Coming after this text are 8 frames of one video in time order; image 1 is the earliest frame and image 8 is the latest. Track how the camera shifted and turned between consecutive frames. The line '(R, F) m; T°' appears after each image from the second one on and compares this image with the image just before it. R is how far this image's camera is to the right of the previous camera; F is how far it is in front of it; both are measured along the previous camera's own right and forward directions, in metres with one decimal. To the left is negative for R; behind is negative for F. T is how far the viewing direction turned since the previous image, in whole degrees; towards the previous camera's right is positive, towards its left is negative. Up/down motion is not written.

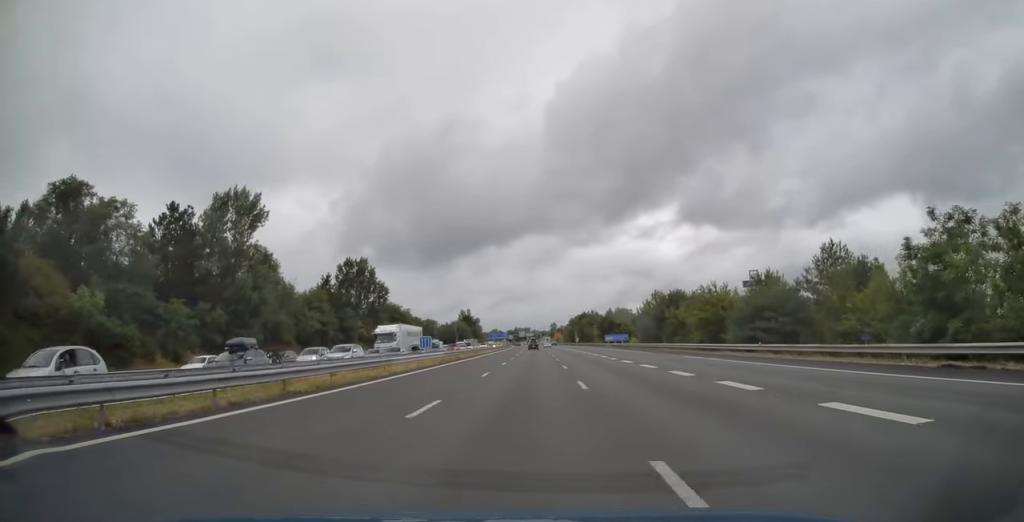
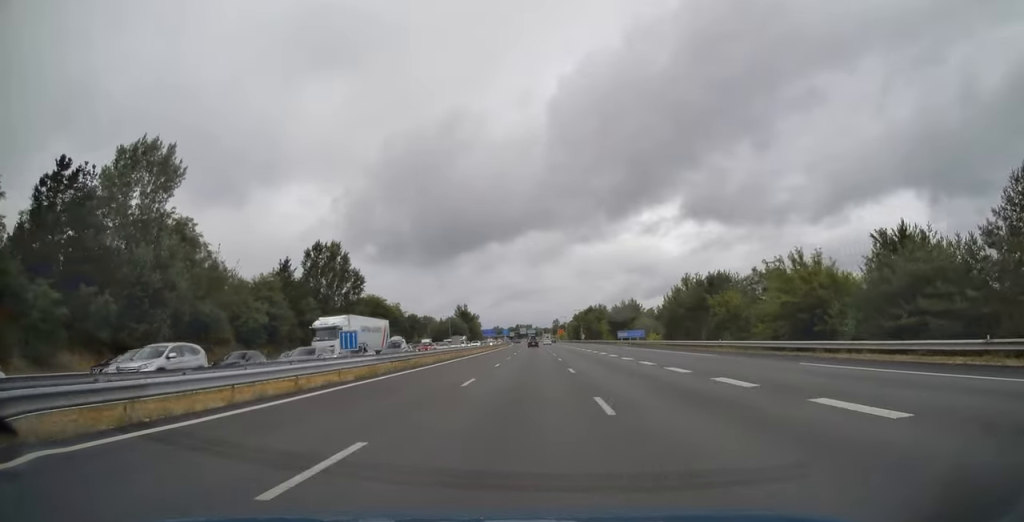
(0.0, +19.2) m; 0°
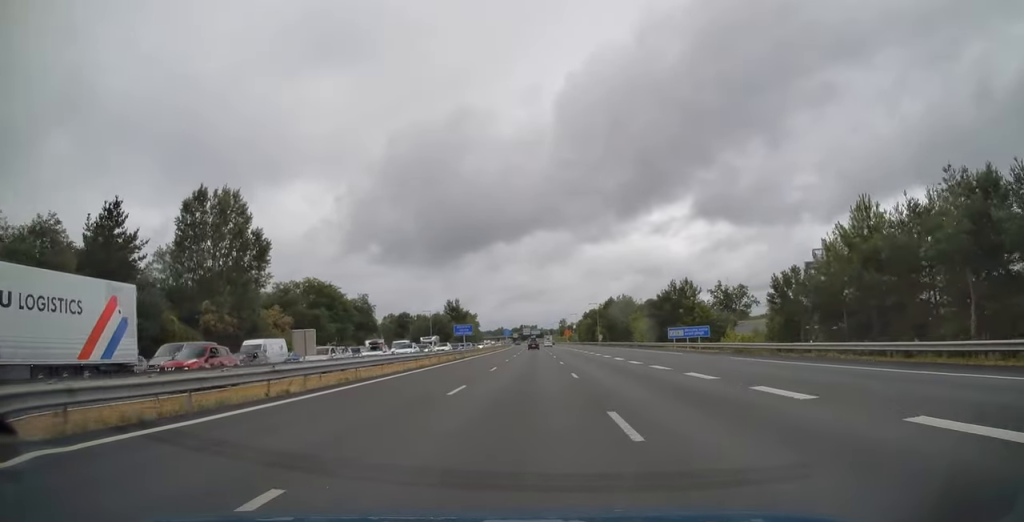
(-0.3, +42.0) m; -1°
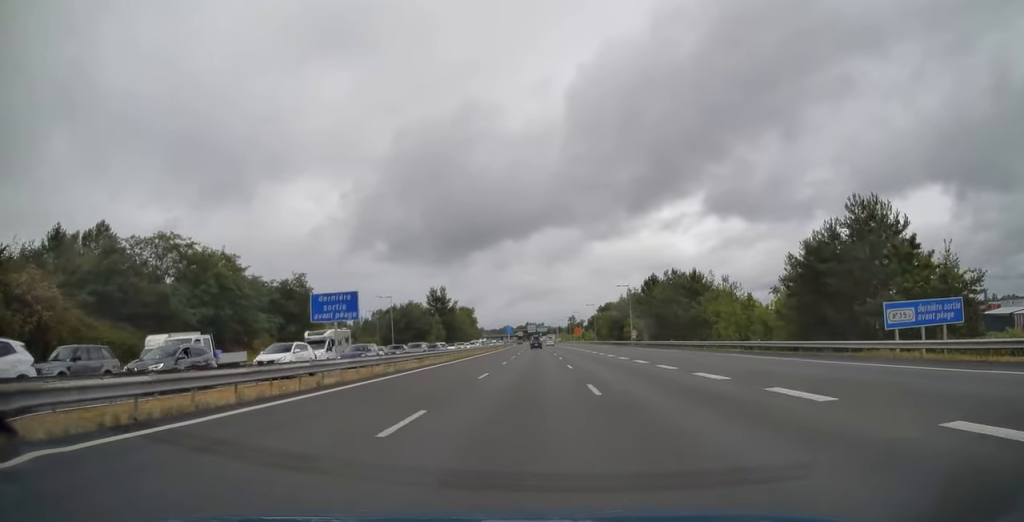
(-0.2, +46.2) m; -1°
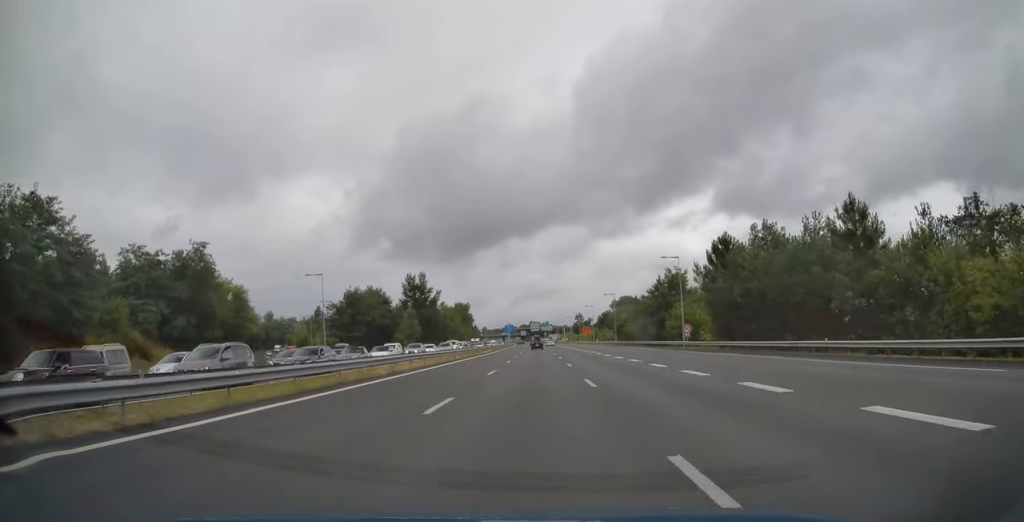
(-0.1, +36.6) m; 0°
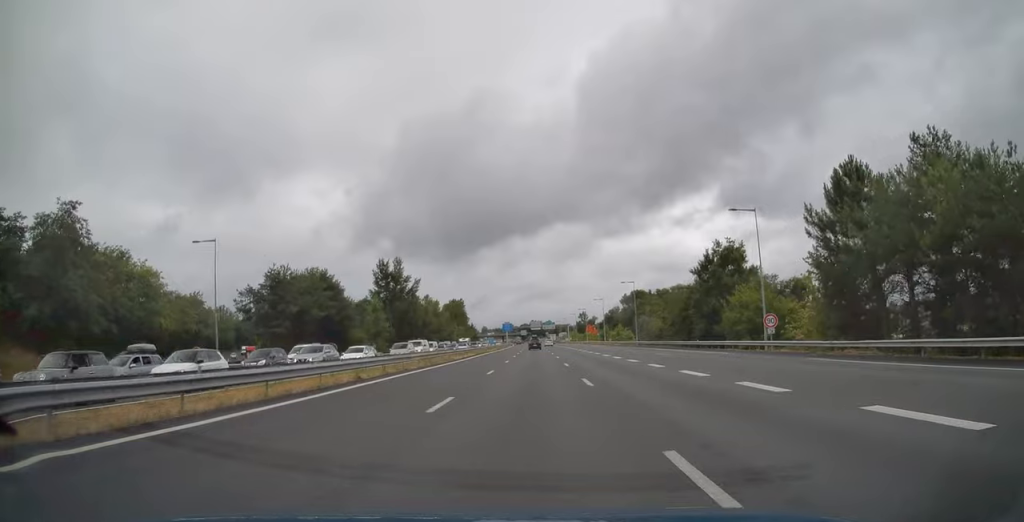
(0.0, +26.0) m; 0°
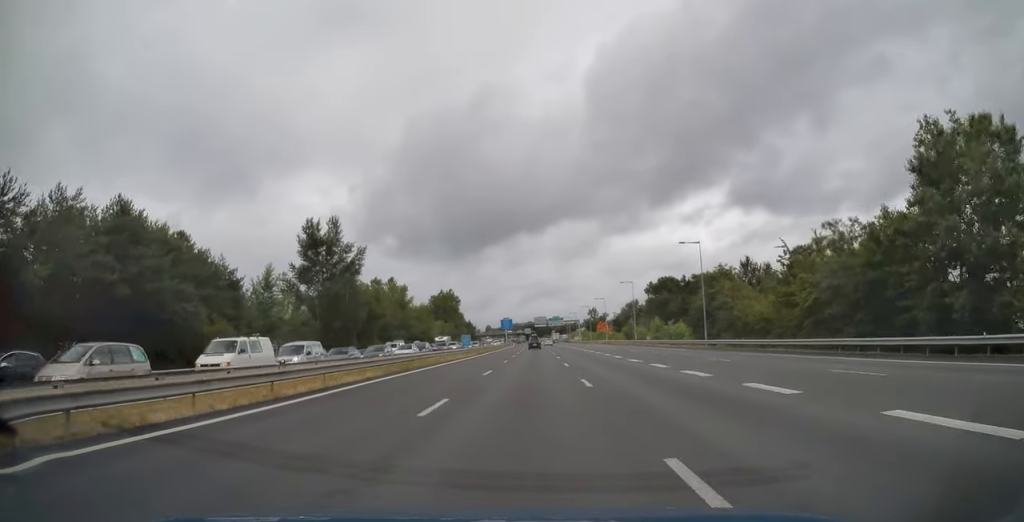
(-0.2, +39.8) m; 0°
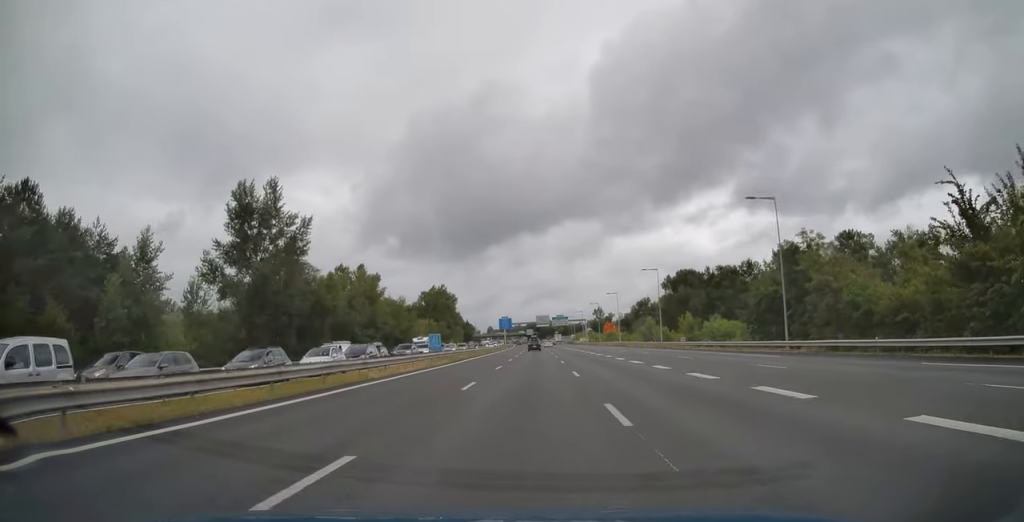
(0.0, +20.2) m; 0°
